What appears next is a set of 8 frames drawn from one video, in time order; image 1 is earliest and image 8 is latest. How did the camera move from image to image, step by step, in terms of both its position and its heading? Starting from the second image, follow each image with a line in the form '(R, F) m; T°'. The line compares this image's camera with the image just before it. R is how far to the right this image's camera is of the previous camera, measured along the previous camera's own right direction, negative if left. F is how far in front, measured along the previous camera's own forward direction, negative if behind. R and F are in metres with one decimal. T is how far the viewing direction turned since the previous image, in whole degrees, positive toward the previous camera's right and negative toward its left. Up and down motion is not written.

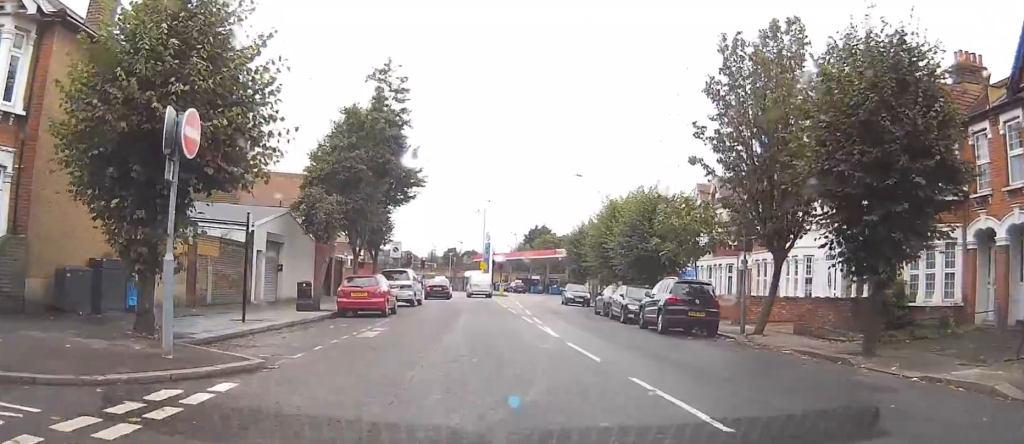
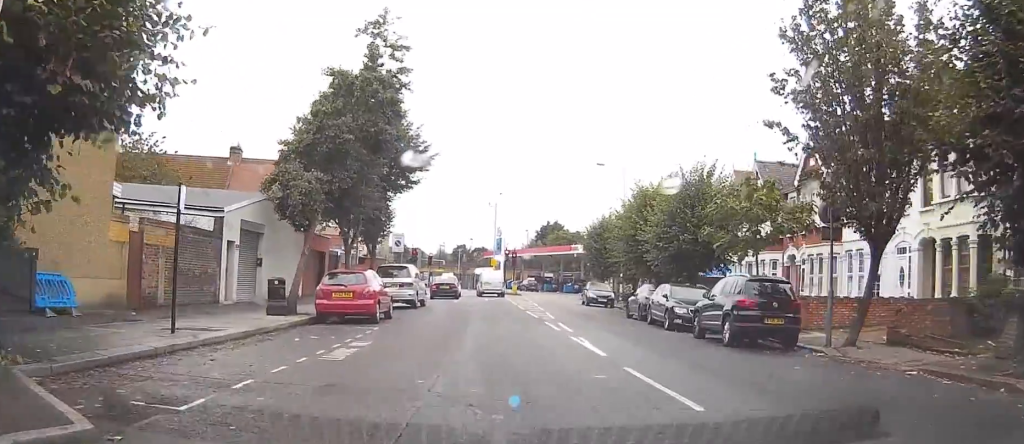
(0.0, +5.2) m; 0°
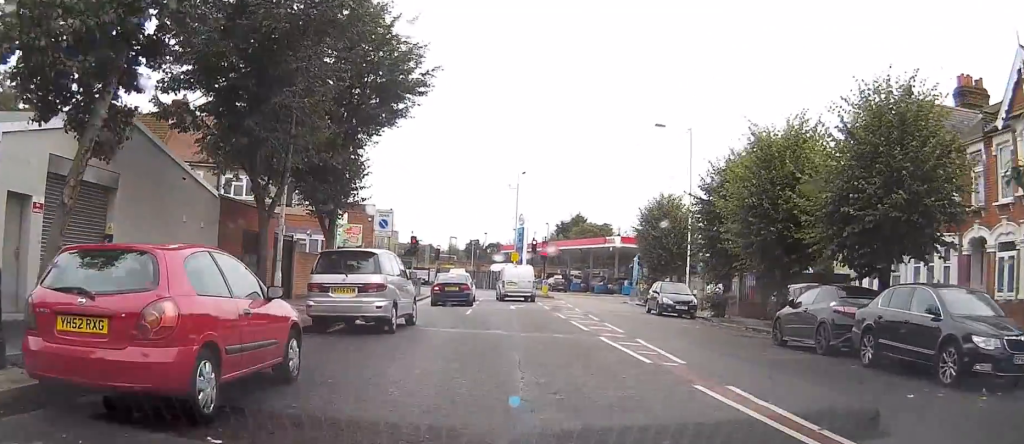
(+0.1, +14.4) m; +1°
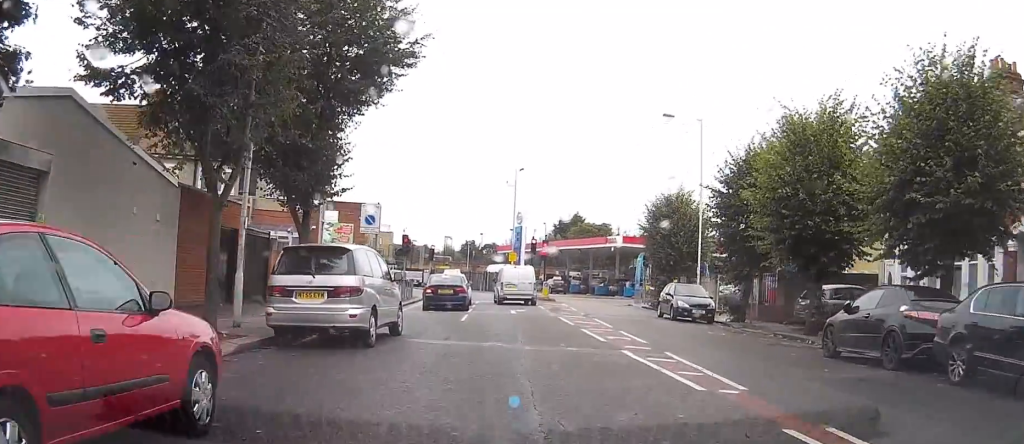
(0.0, +3.0) m; 0°
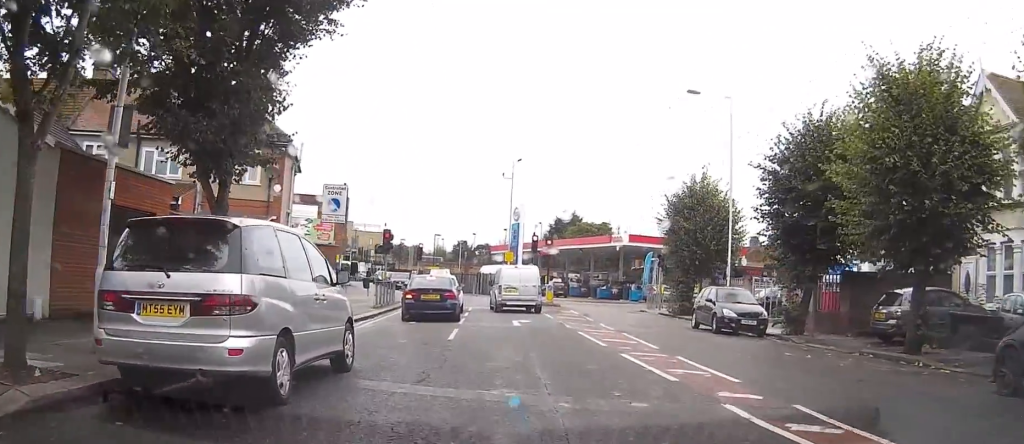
(0.0, +6.5) m; 0°
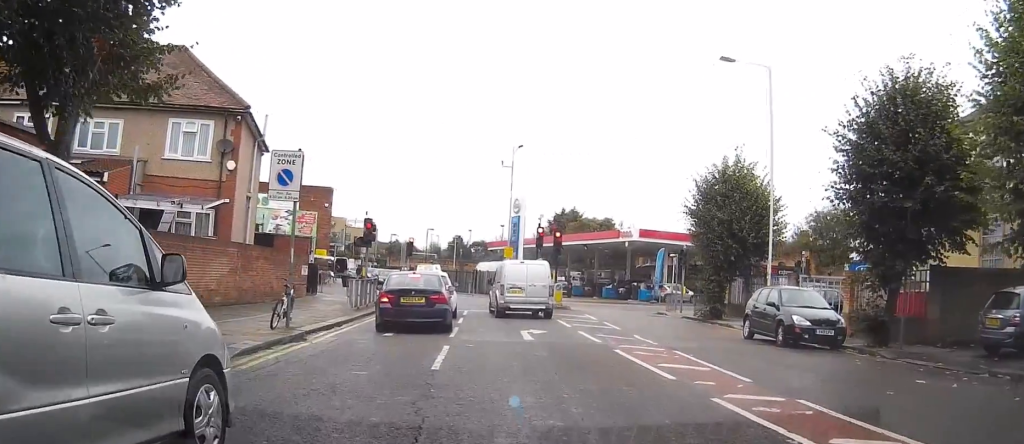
(+0.1, +5.9) m; +3°
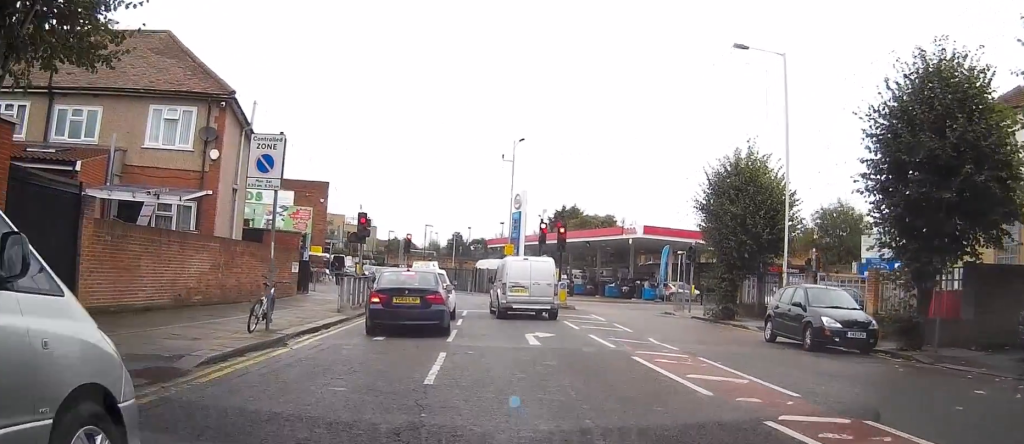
(0.0, +1.8) m; +1°
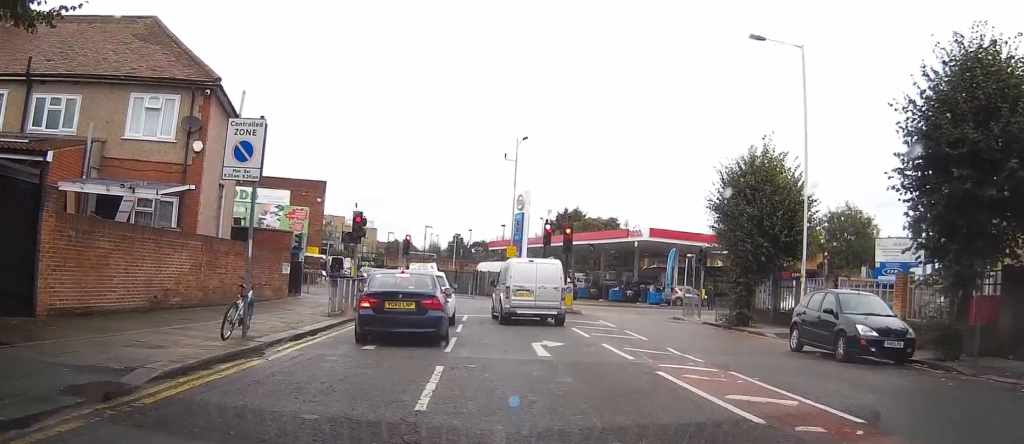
(0.0, +1.8) m; +2°
